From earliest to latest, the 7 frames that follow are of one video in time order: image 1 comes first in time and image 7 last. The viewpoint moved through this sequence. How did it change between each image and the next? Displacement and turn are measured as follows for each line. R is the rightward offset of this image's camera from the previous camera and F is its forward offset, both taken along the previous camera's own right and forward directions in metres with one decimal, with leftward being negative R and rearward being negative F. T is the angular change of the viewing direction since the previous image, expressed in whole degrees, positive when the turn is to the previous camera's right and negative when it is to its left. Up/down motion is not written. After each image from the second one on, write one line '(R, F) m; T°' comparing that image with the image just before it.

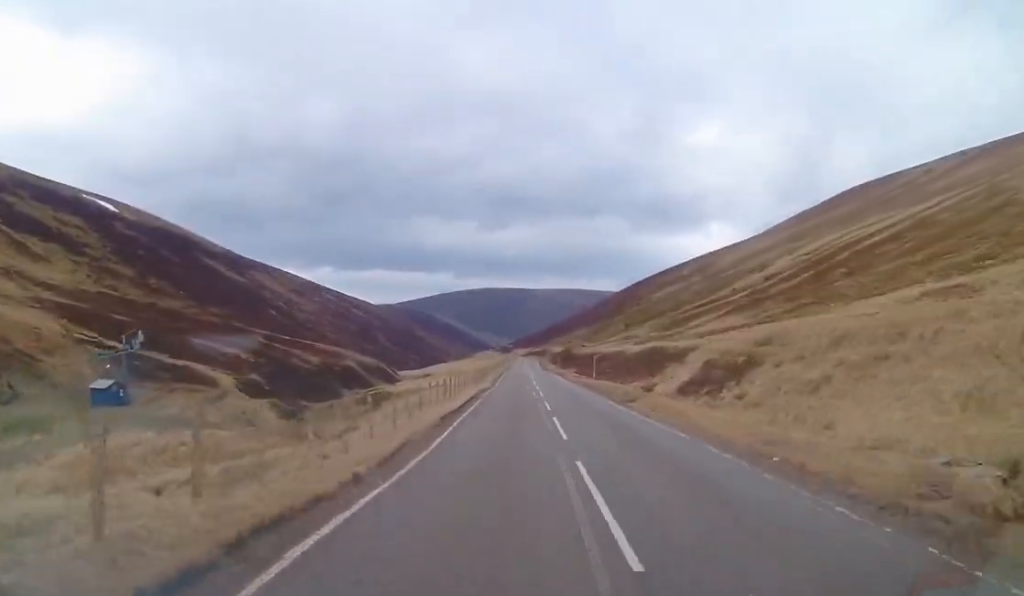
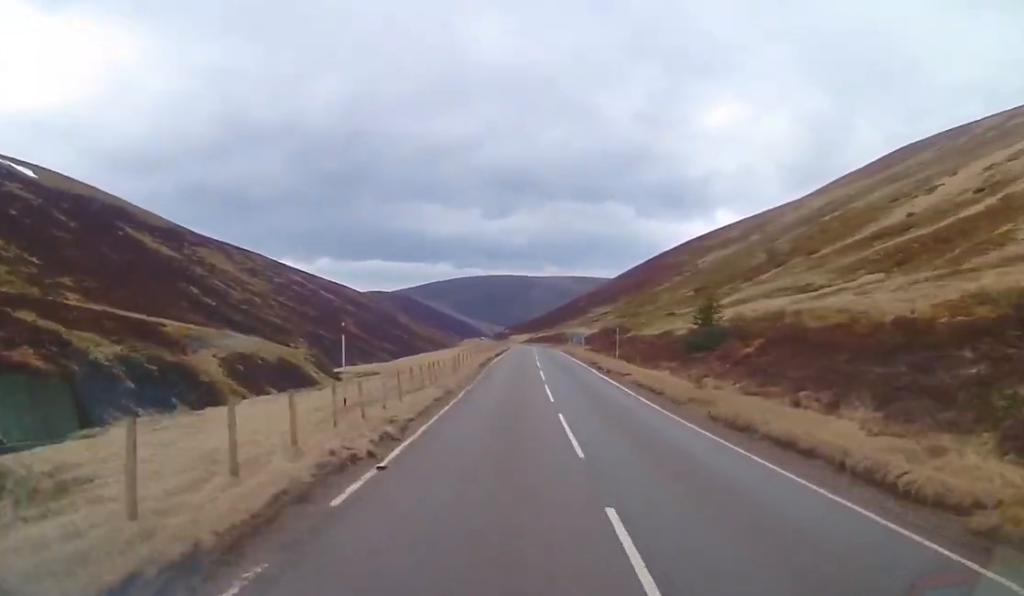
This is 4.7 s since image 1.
(-22.2, +101.4) m; -13°
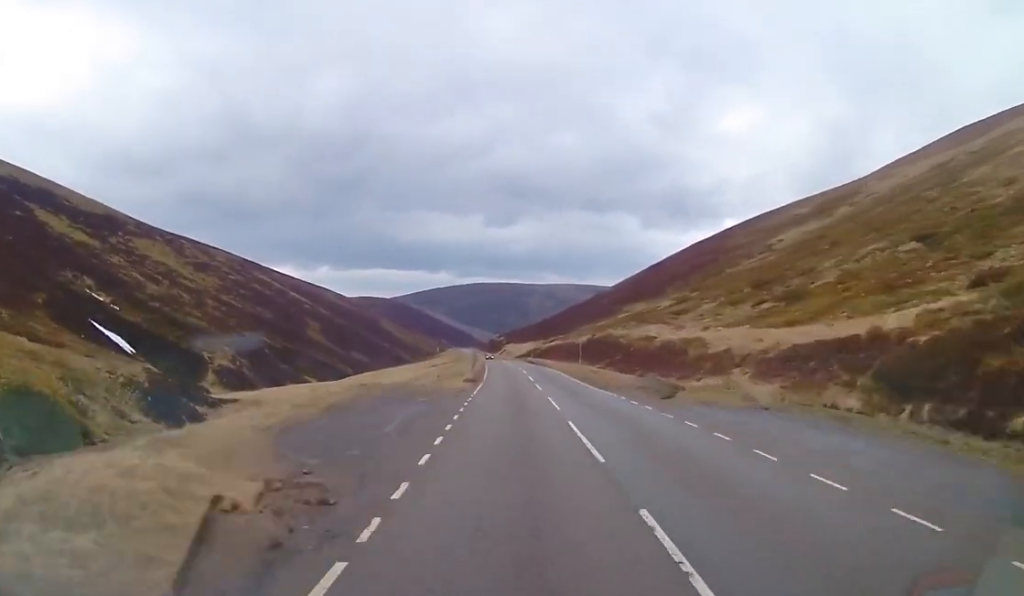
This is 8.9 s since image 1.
(-0.7, +89.4) m; -2°
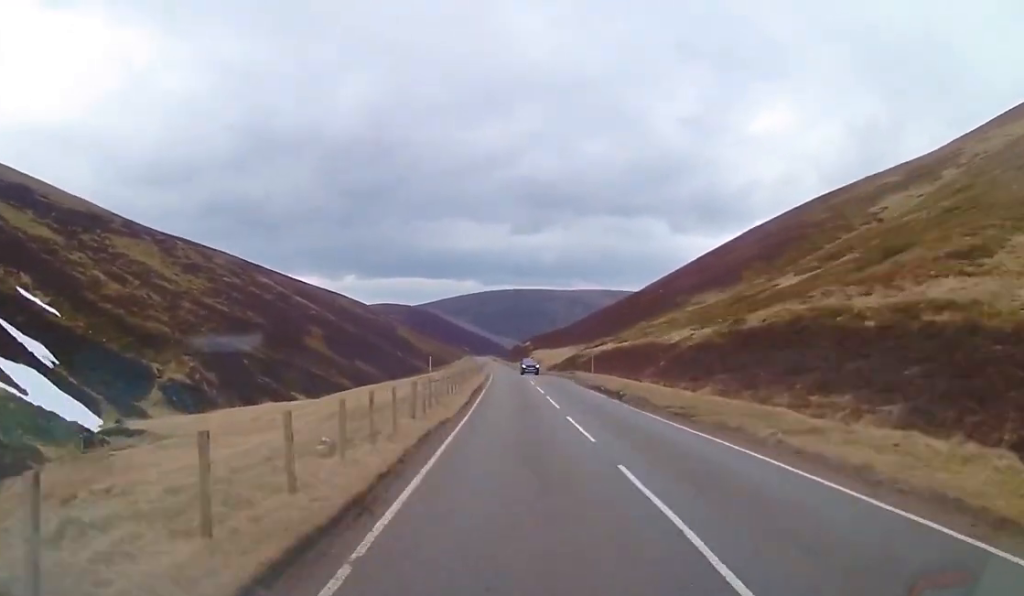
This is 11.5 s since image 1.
(-1.5, +51.4) m; -2°
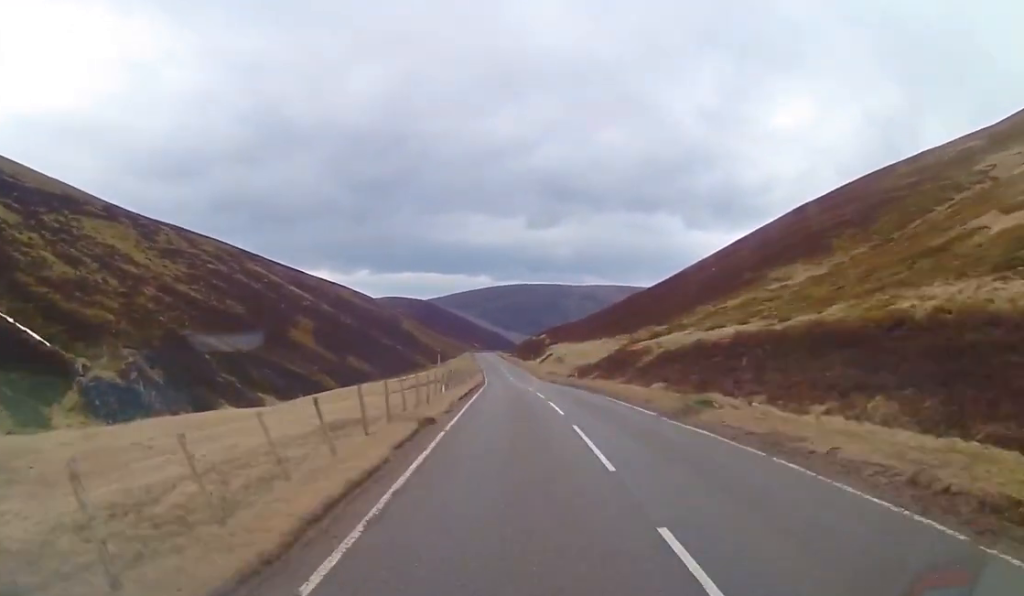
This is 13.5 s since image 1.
(0.0, +41.3) m; -1°
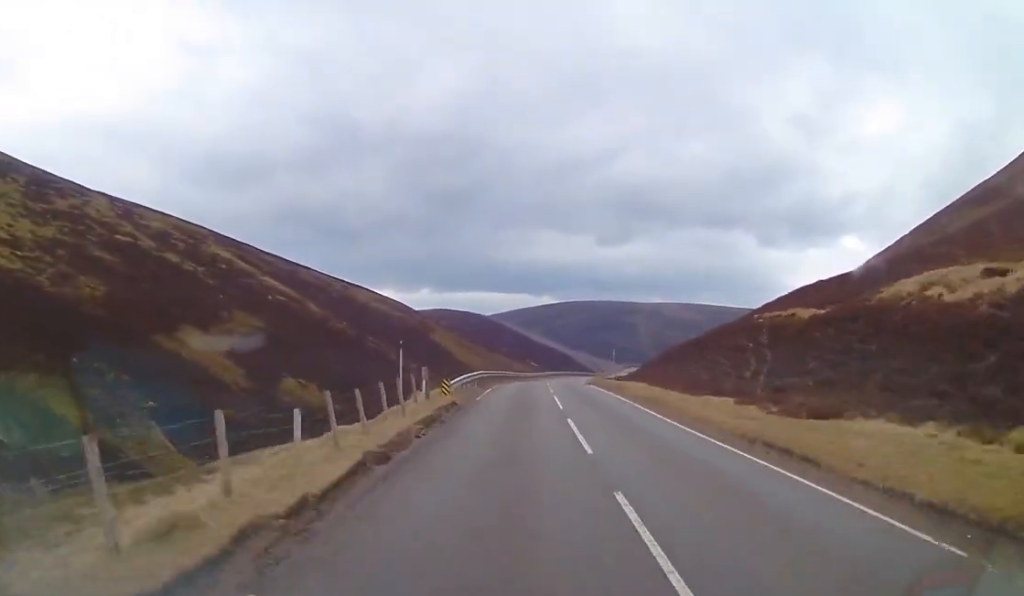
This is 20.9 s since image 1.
(-5.4, +150.7) m; -1°
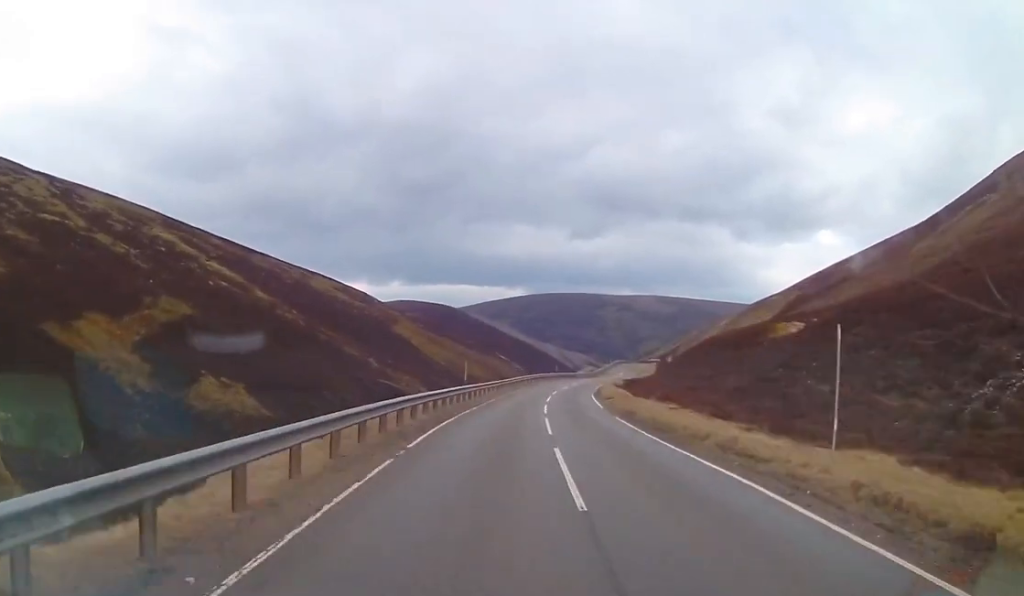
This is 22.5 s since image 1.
(+0.5, +31.1) m; +3°
